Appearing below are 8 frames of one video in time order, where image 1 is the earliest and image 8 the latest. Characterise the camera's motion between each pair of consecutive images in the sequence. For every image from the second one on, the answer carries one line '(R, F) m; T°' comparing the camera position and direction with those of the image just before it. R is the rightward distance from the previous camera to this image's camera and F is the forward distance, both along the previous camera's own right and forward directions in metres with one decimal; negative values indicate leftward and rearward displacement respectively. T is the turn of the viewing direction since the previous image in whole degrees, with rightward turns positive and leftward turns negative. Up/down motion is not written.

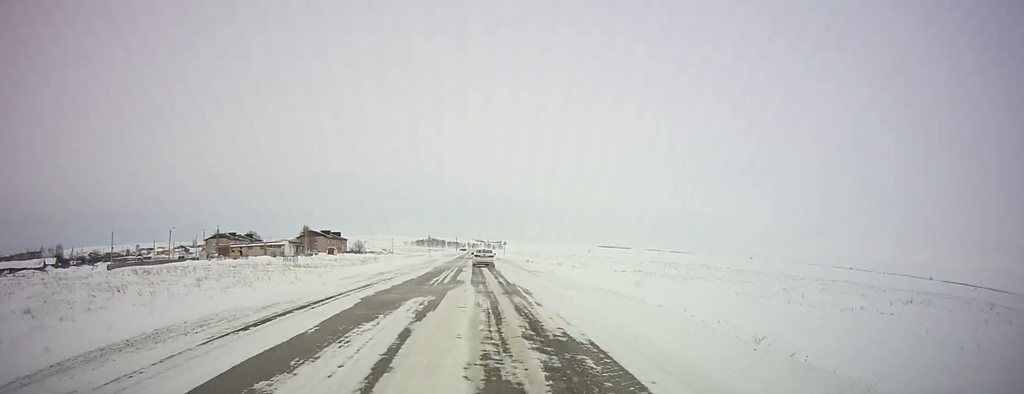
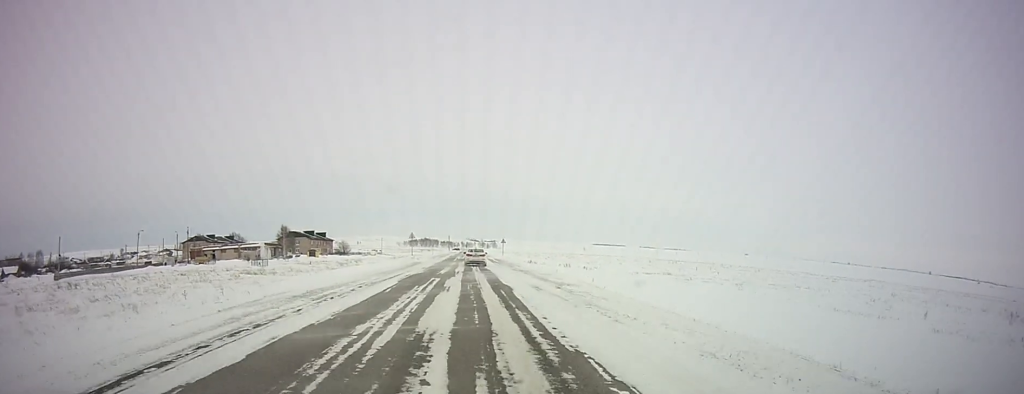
(+0.4, +16.0) m; +2°
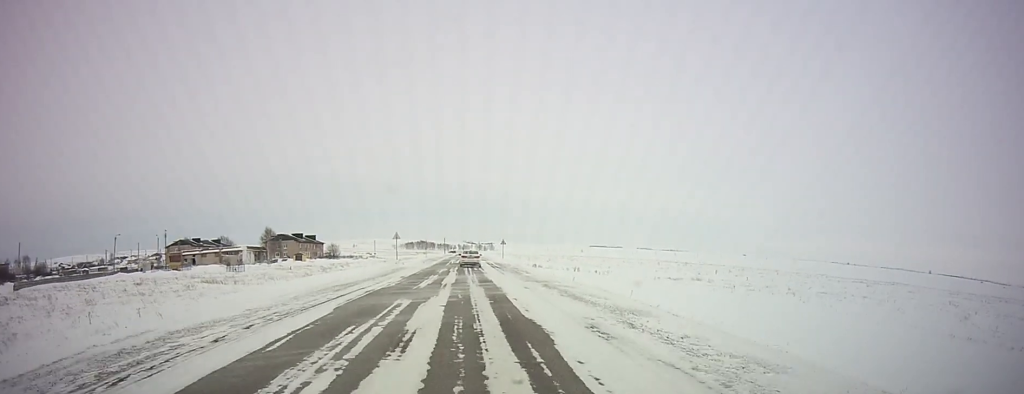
(+0.1, +11.1) m; +1°
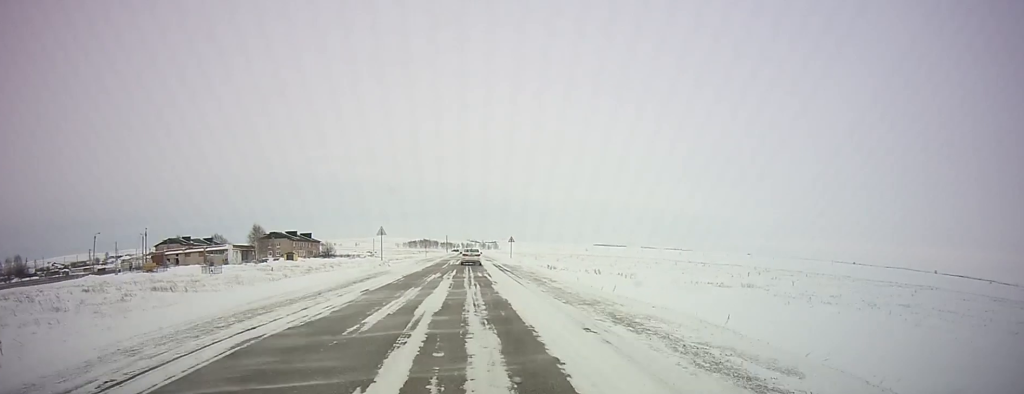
(+0.1, +11.6) m; +1°
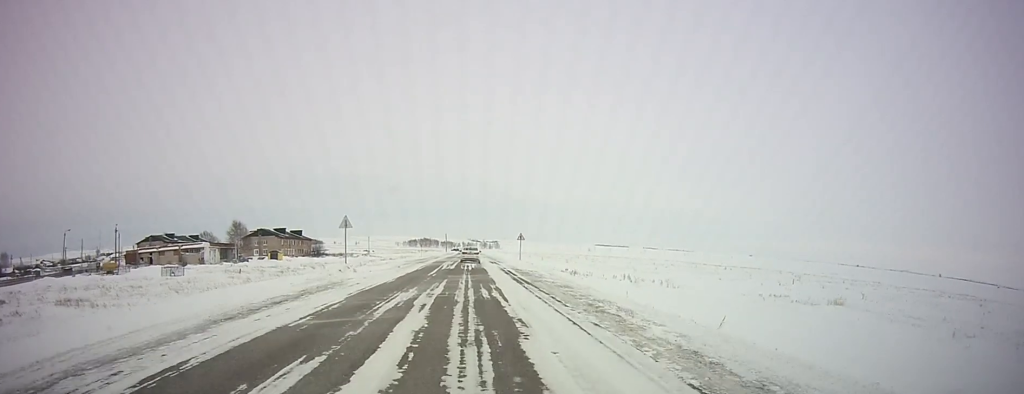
(+0.2, +13.9) m; 0°
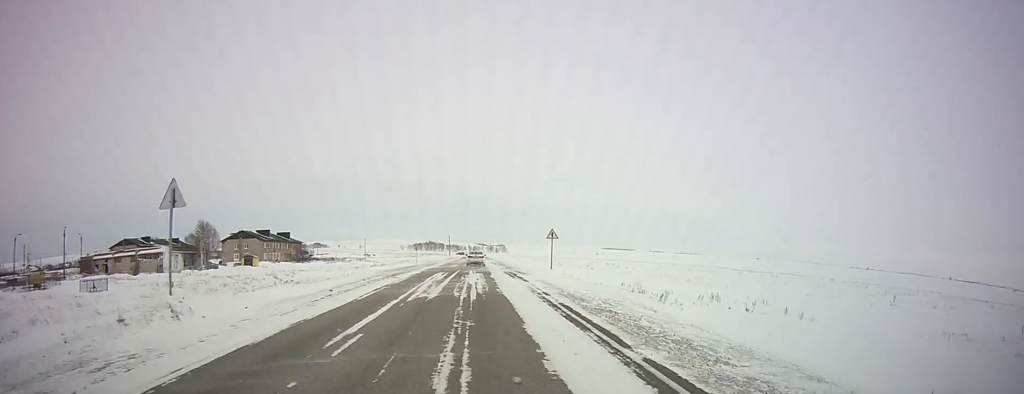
(-0.2, +21.0) m; -1°
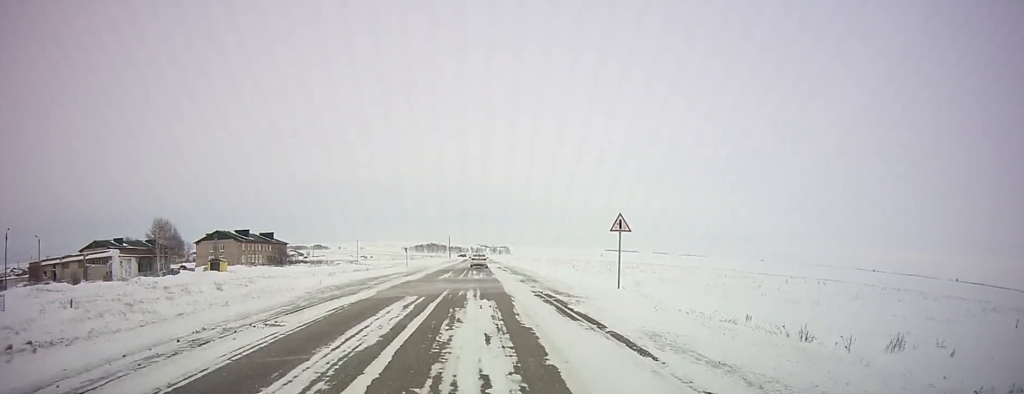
(-0.1, +18.2) m; -1°
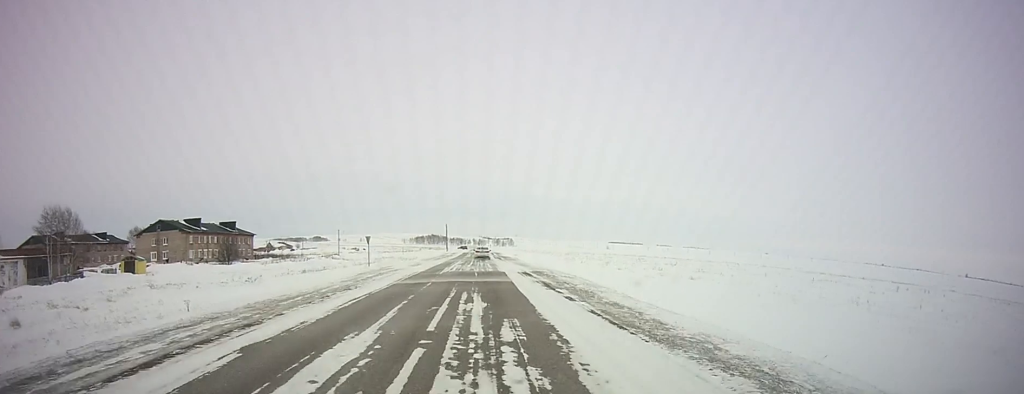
(-0.2, +30.0) m; -1°
